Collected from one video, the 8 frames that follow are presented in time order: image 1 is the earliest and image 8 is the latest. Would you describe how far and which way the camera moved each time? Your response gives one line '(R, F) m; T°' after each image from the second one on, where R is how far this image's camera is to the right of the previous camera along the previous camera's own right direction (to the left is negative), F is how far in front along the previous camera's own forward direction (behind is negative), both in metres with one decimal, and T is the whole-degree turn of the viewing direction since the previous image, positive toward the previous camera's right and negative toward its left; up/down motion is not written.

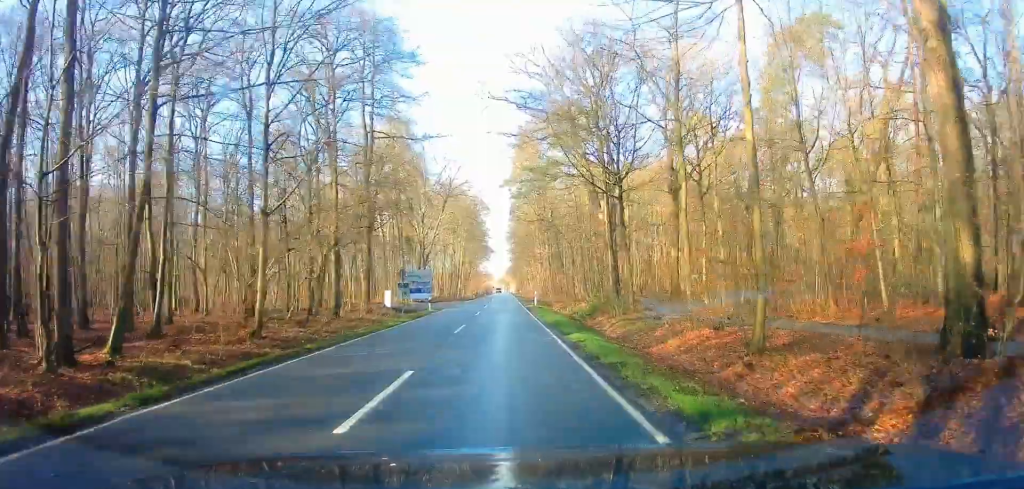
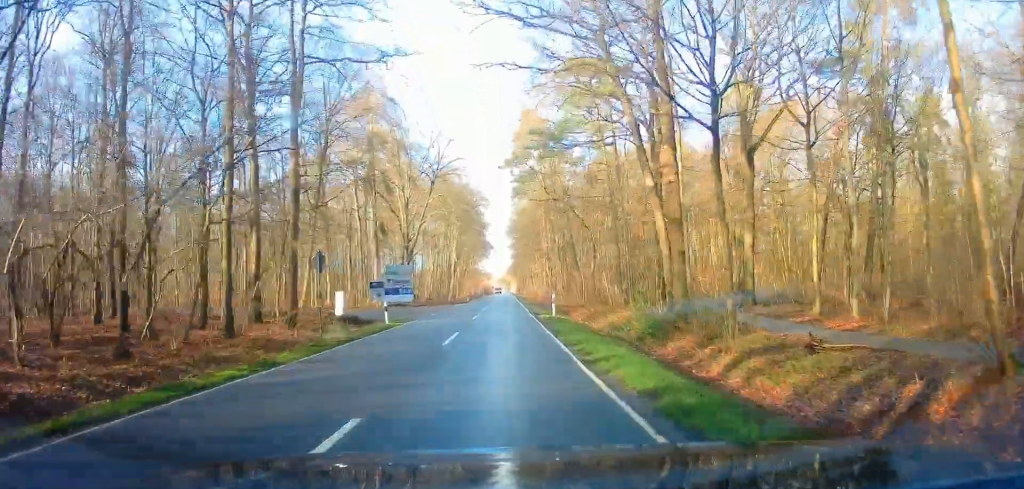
(-0.1, +15.3) m; +1°
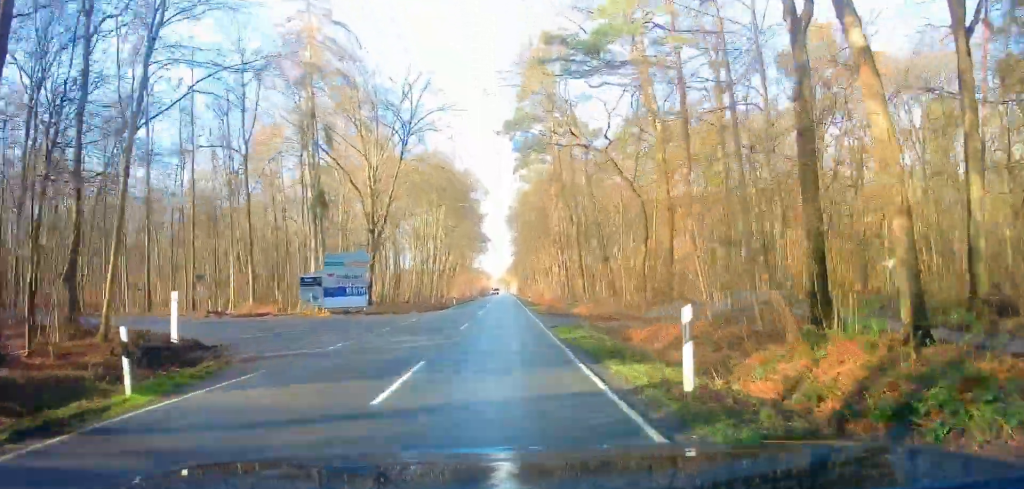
(+0.3, +19.3) m; 0°
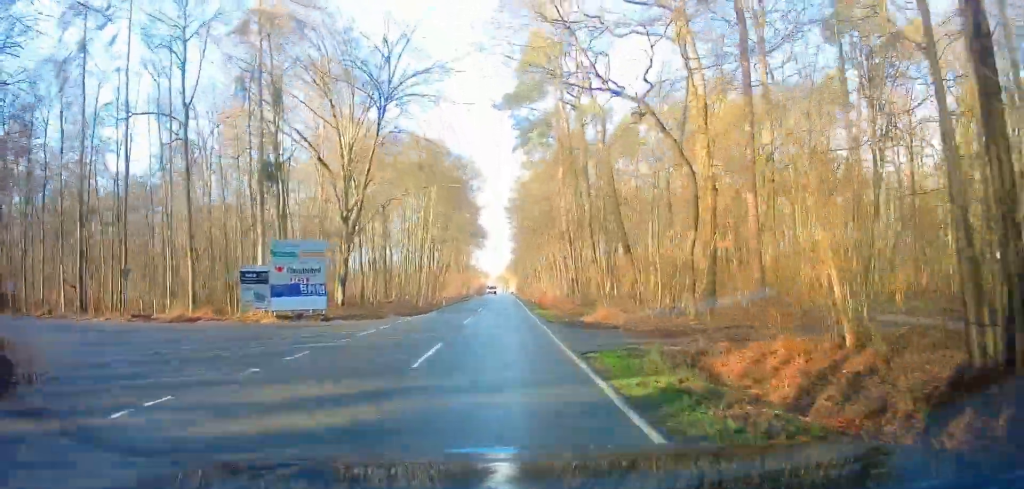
(-0.1, +8.8) m; 0°
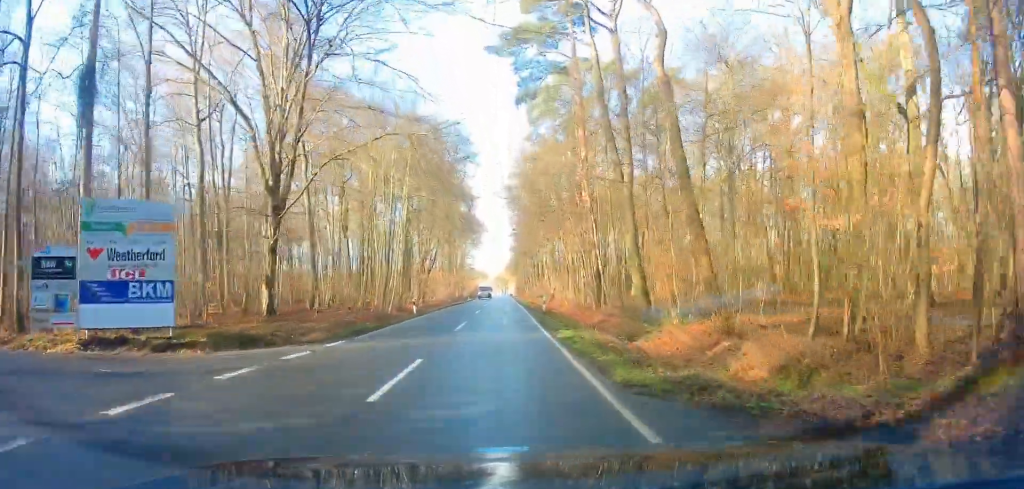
(-0.1, +14.9) m; +1°
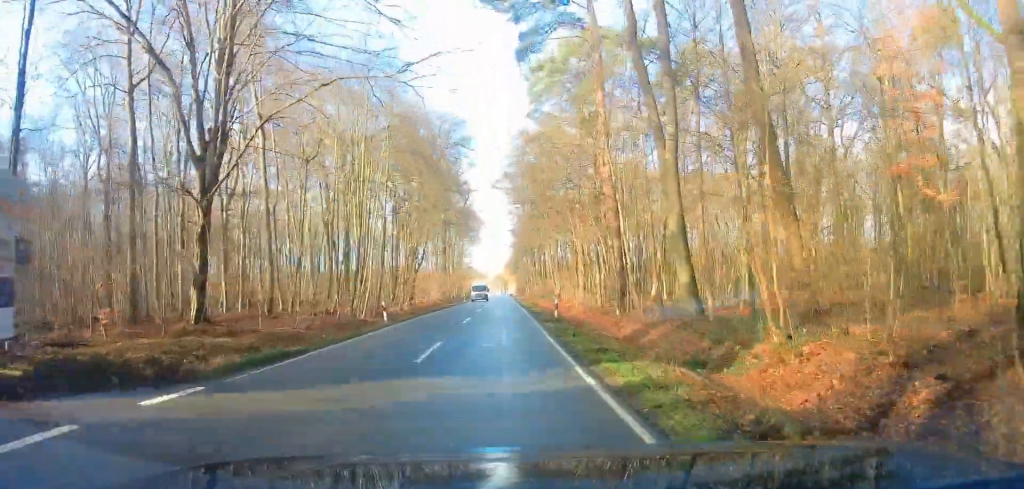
(+0.3, +8.1) m; 0°
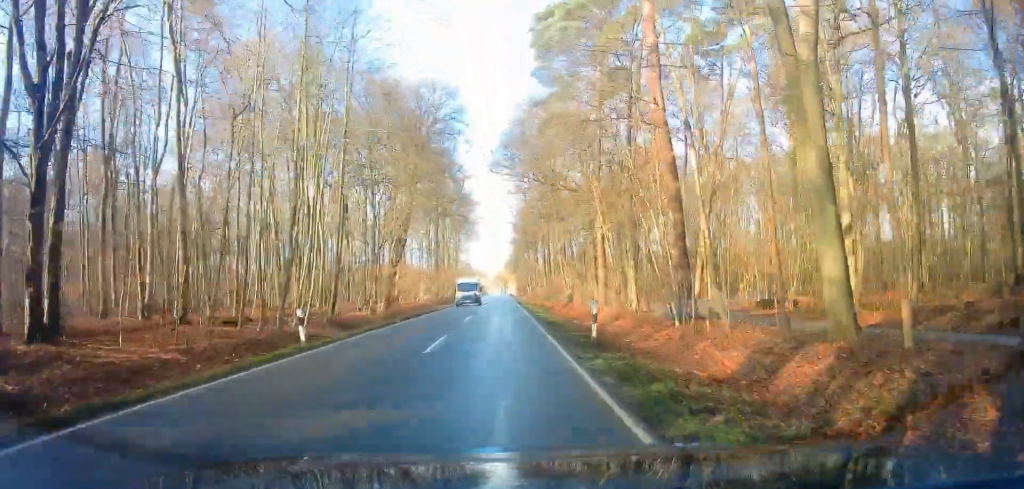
(+0.2, +10.7) m; 0°
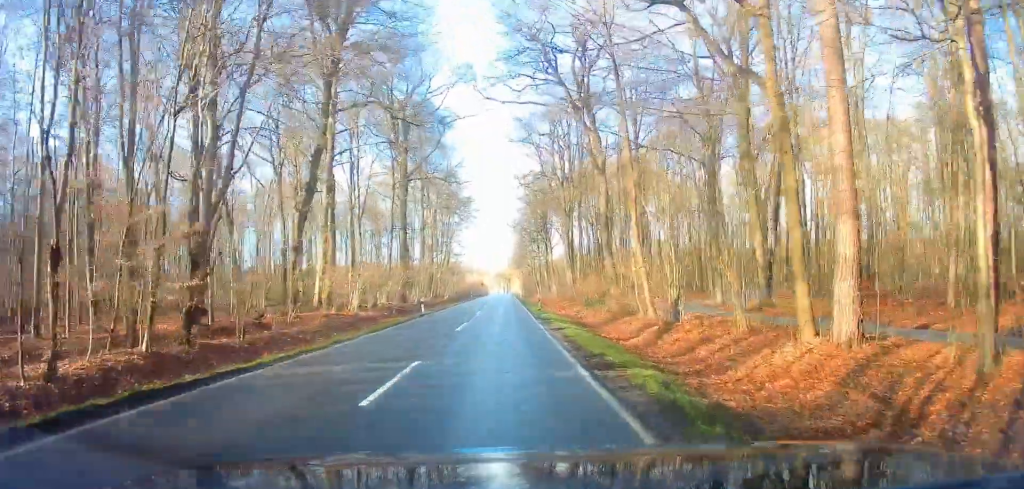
(-1.4, +29.1) m; -5°
